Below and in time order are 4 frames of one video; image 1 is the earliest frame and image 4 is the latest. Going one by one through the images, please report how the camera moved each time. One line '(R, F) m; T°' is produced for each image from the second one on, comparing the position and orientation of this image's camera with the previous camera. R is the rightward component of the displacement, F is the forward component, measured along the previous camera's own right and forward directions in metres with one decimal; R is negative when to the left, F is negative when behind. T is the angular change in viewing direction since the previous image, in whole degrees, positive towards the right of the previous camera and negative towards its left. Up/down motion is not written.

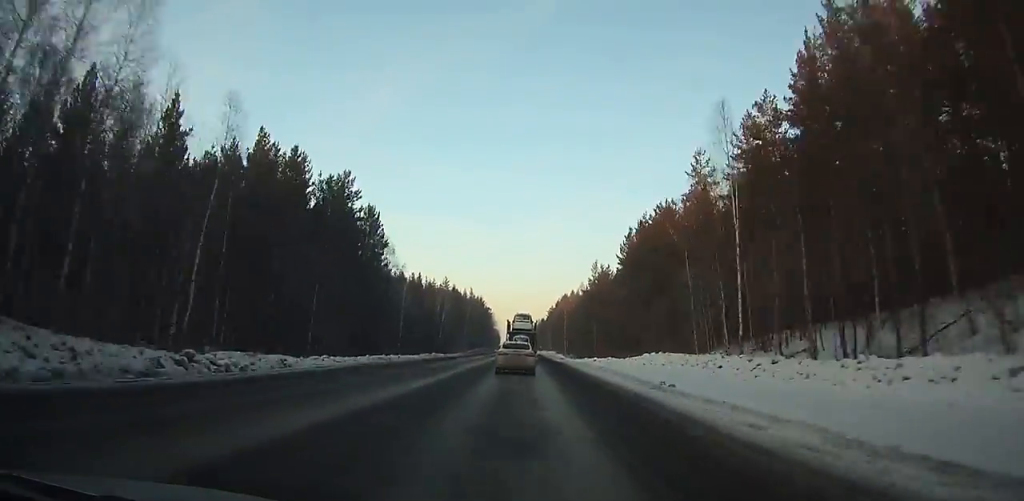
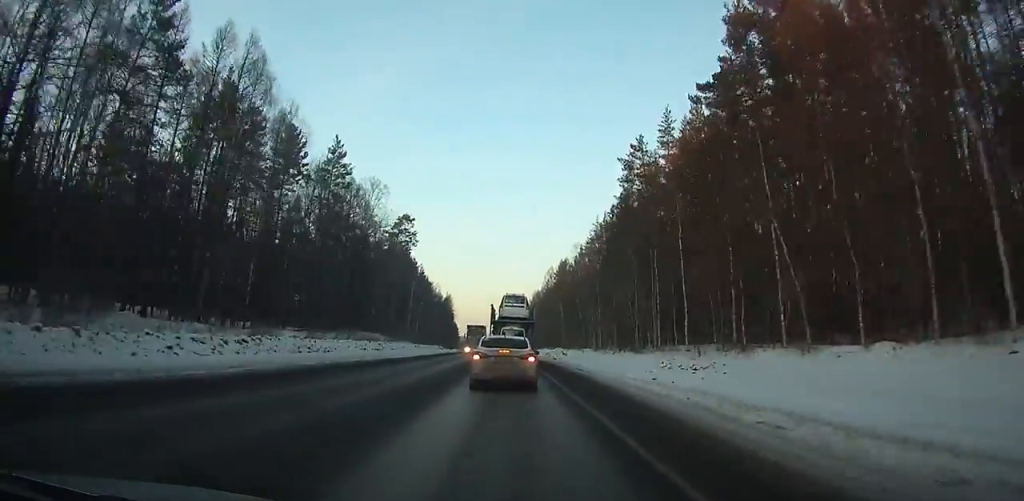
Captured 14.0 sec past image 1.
(-0.7, +226.5) m; -1°
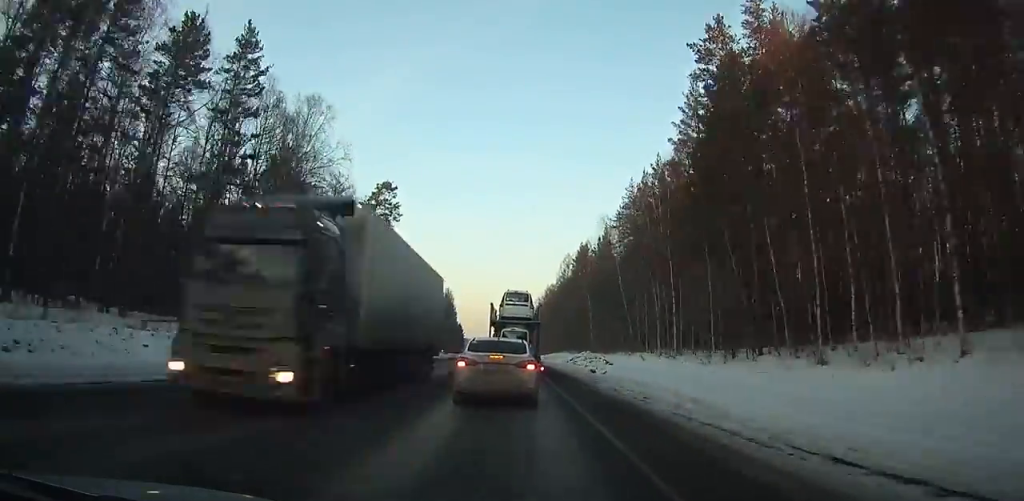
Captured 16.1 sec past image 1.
(0.0, +25.0) m; 0°
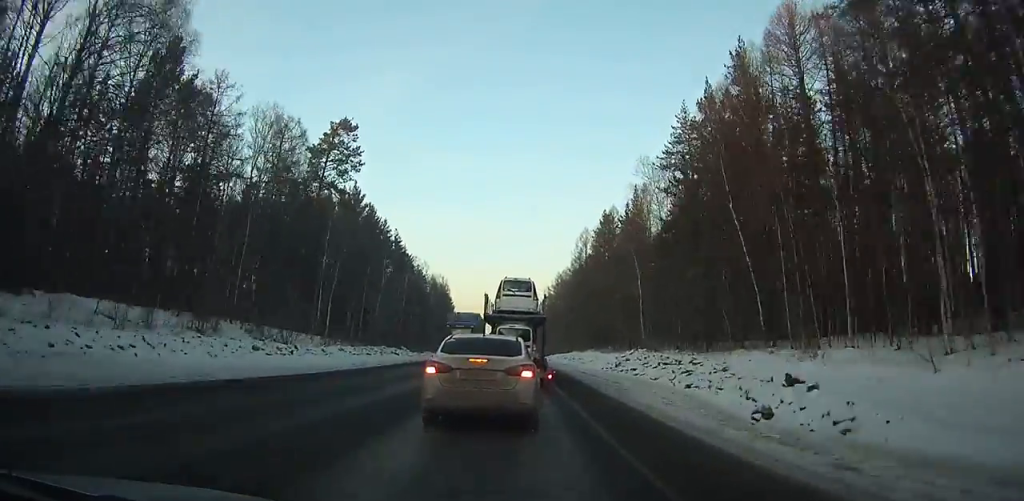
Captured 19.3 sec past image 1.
(-0.2, +26.3) m; -1°
